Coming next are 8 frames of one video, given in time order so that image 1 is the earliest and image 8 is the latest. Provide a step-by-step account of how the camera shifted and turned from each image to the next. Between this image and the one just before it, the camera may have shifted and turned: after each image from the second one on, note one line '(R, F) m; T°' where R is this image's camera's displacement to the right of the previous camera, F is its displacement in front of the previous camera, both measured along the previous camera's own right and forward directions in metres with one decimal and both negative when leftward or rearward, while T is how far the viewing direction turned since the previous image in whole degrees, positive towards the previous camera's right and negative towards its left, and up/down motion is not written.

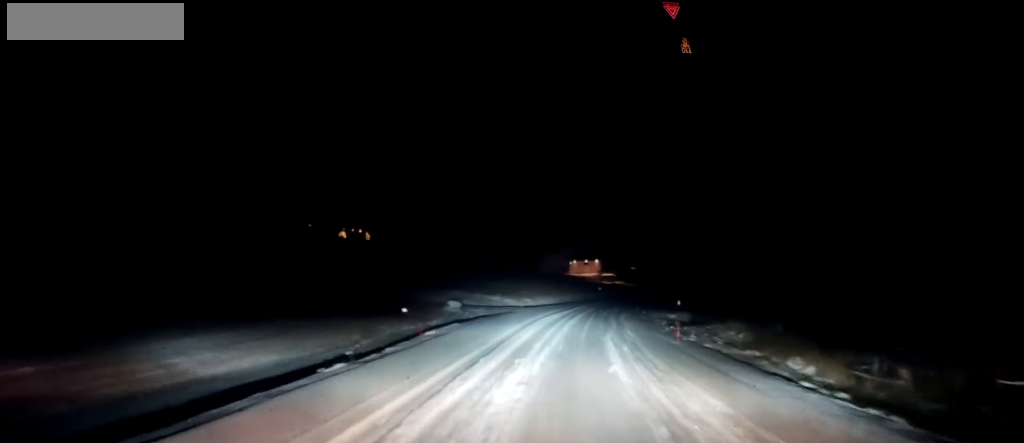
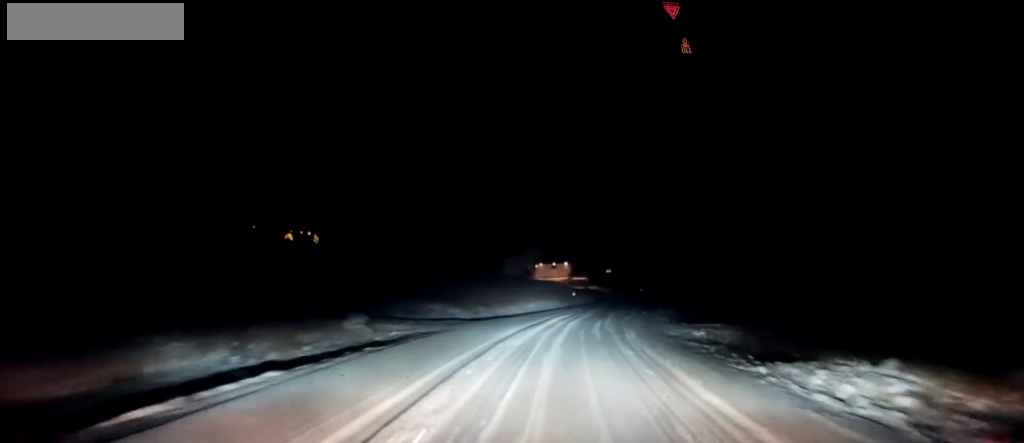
(0.0, +12.9) m; +2°
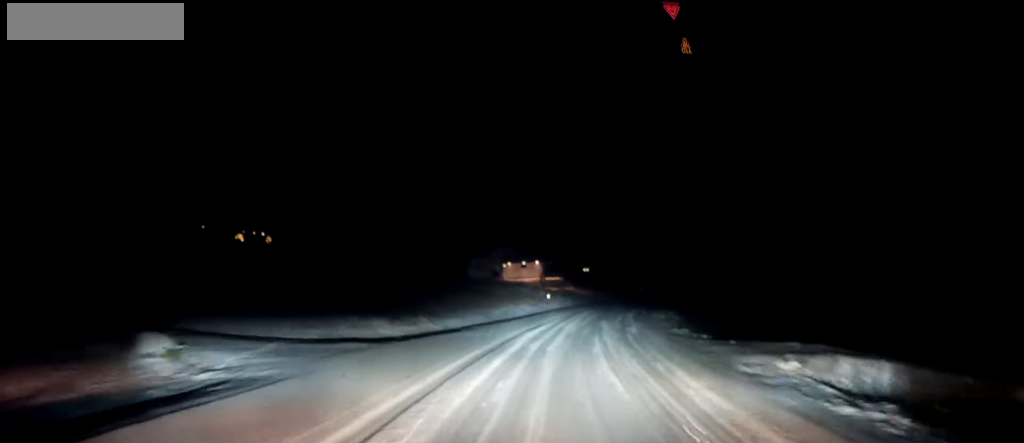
(+0.3, +10.8) m; +2°
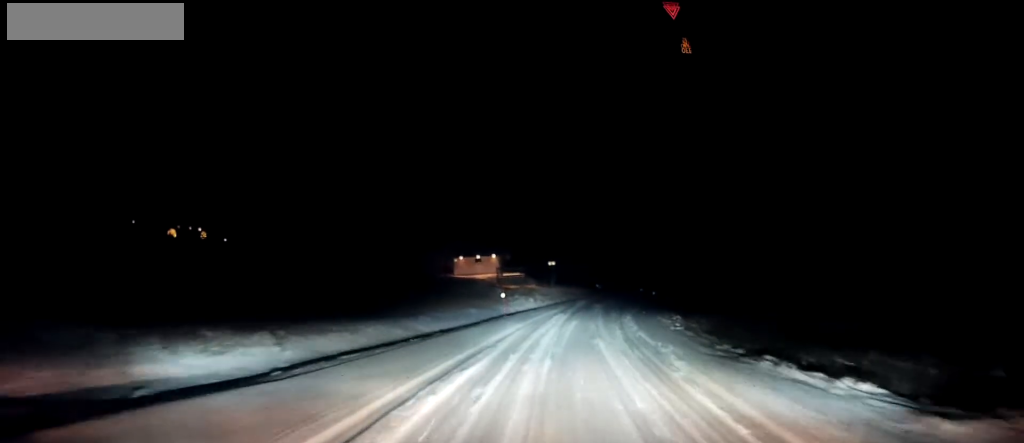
(+0.2, +12.8) m; +3°
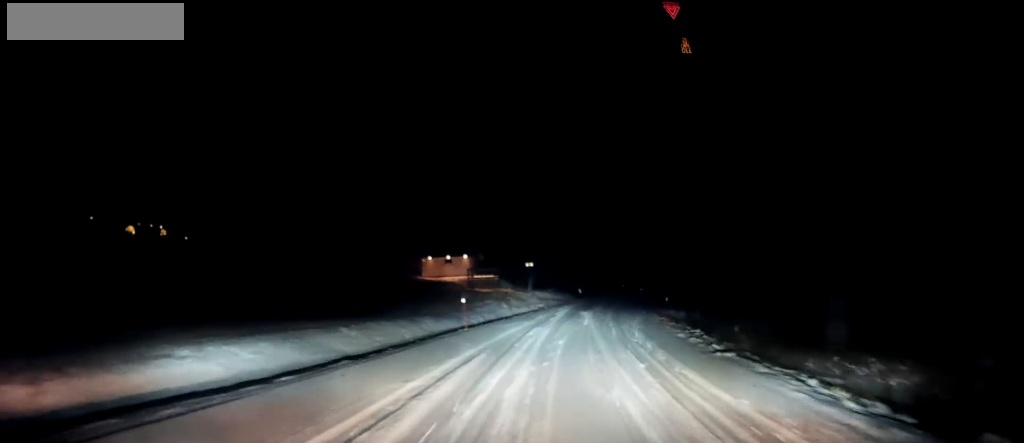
(+0.2, +7.5) m; +2°
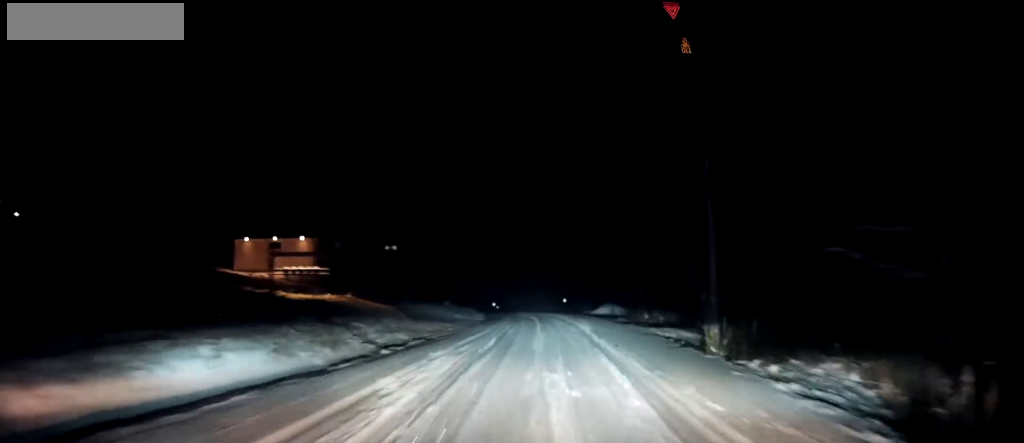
(+2.5, +29.3) m; +8°
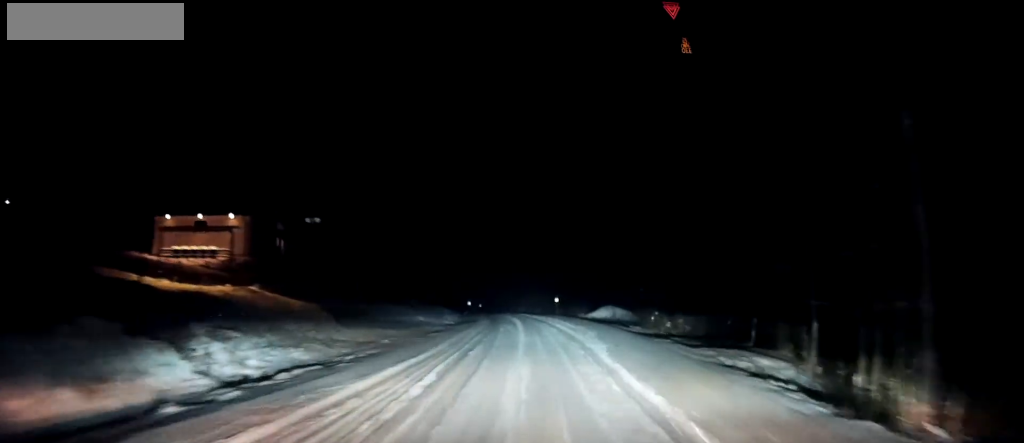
(-0.2, +8.9) m; +2°
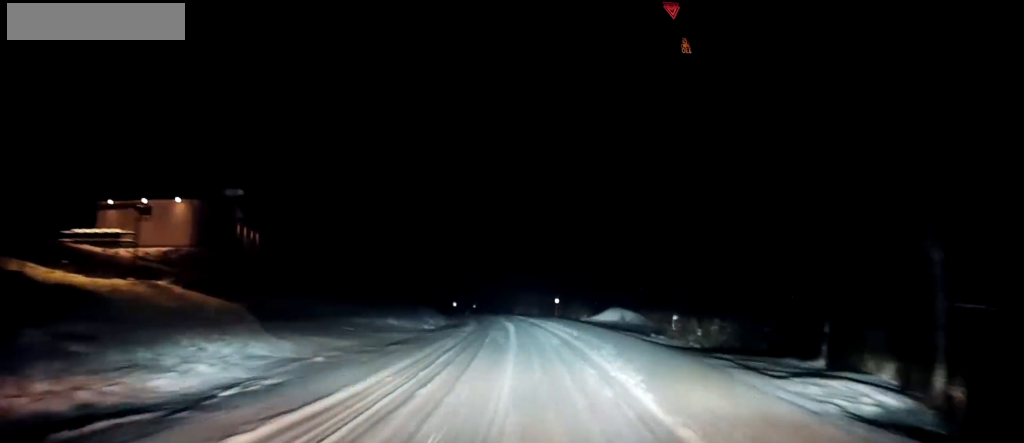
(+0.3, +5.4) m; +1°
